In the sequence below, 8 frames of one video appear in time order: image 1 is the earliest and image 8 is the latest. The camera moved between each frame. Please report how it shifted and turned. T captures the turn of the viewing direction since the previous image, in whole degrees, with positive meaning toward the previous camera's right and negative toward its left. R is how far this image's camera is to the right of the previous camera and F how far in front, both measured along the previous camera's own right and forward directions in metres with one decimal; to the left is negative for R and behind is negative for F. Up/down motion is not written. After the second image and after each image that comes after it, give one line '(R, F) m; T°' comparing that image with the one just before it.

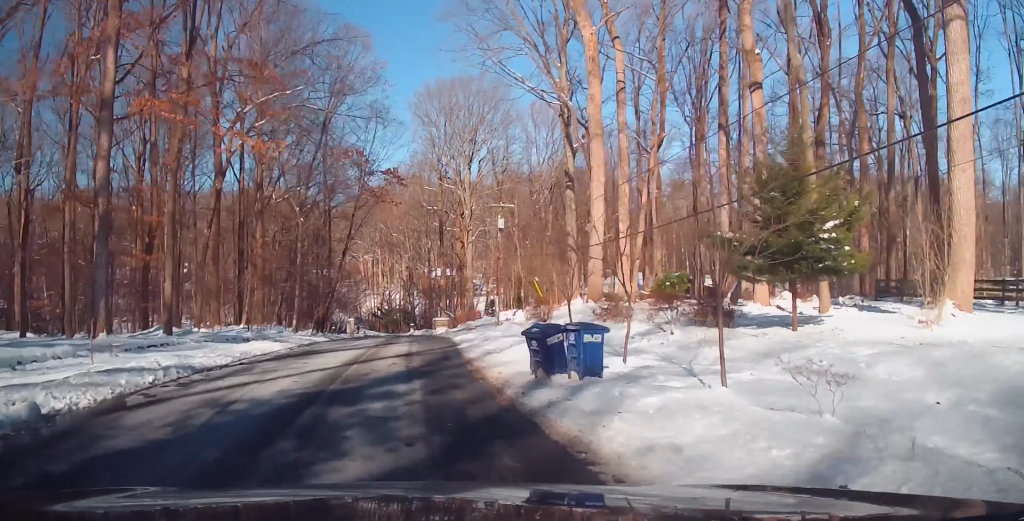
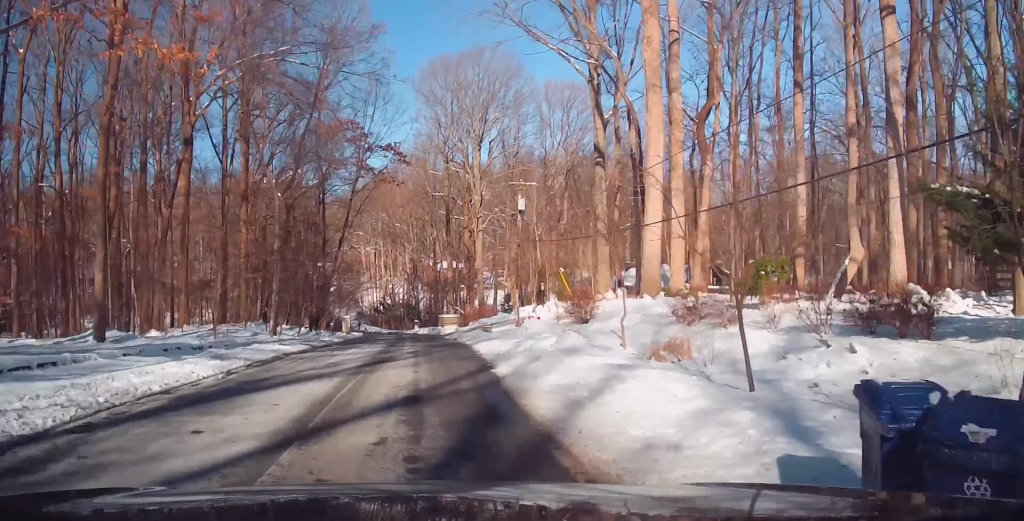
(+0.1, +7.3) m; -1°
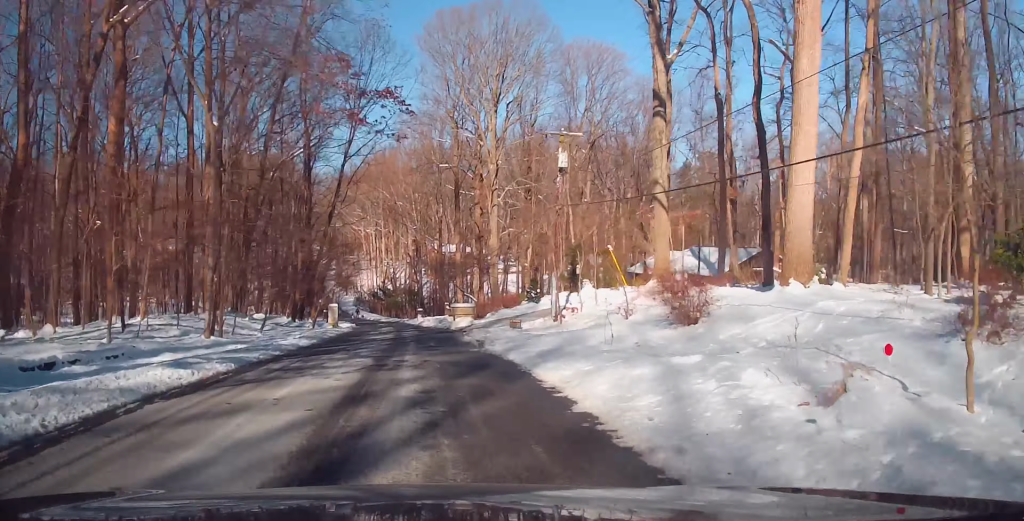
(-0.3, +10.2) m; -2°
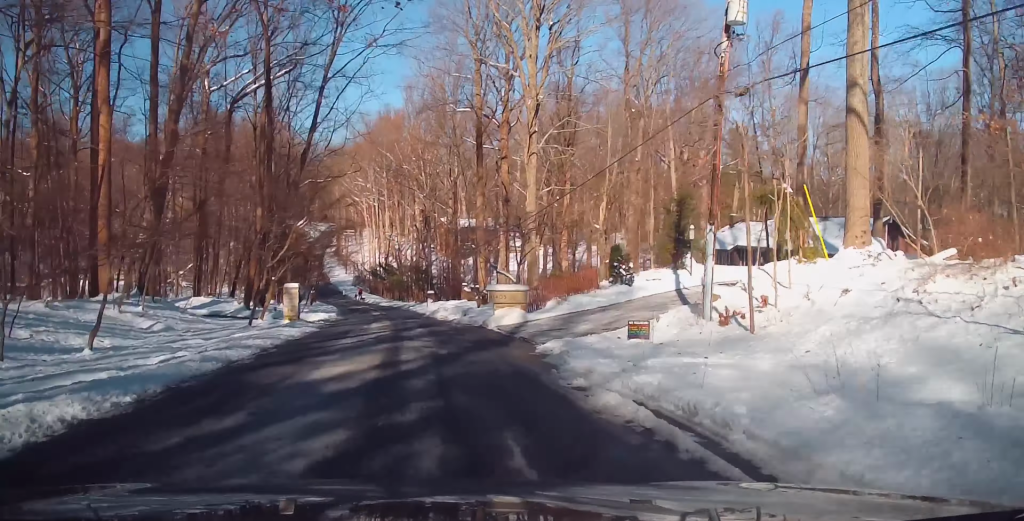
(-0.5, +16.6) m; -2°
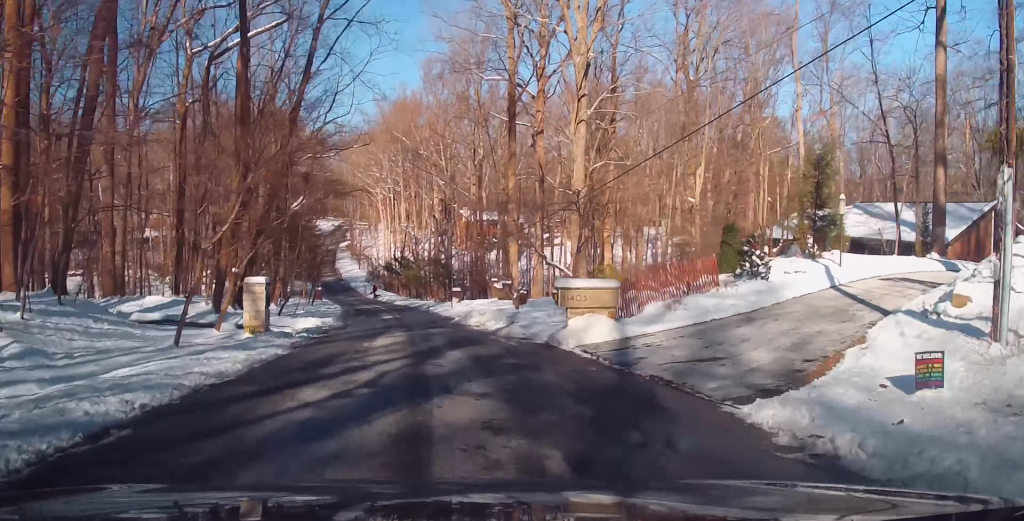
(+0.1, +9.2) m; -1°
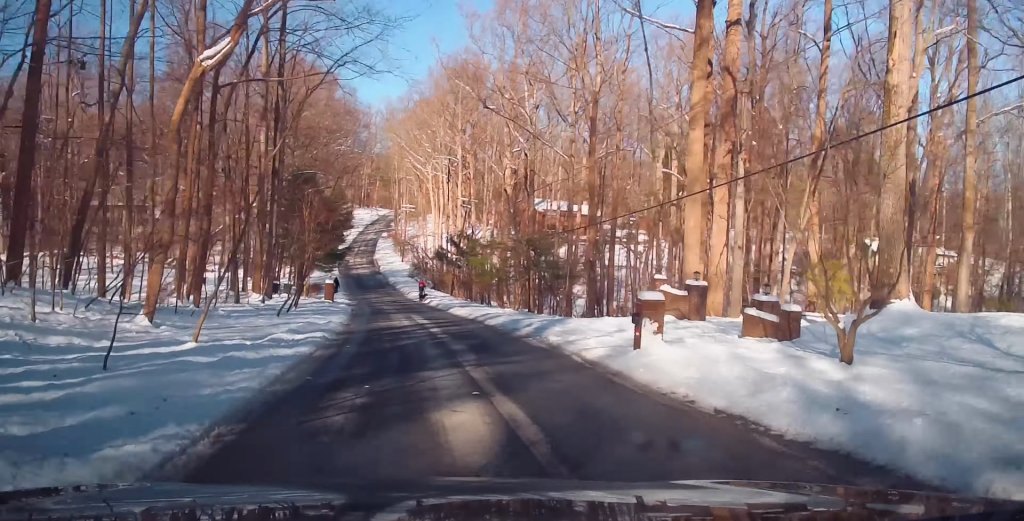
(-1.4, +26.0) m; -5°
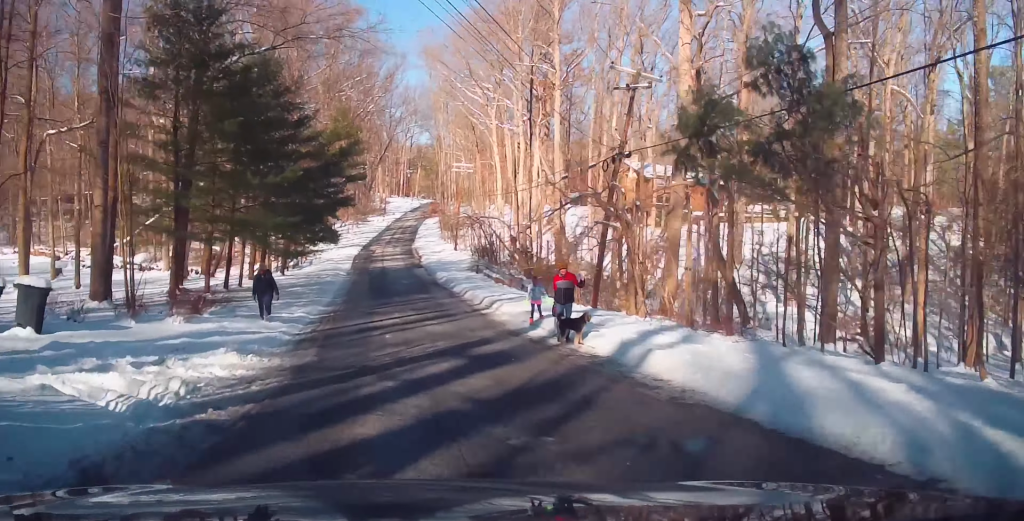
(-0.7, +41.1) m; -2°
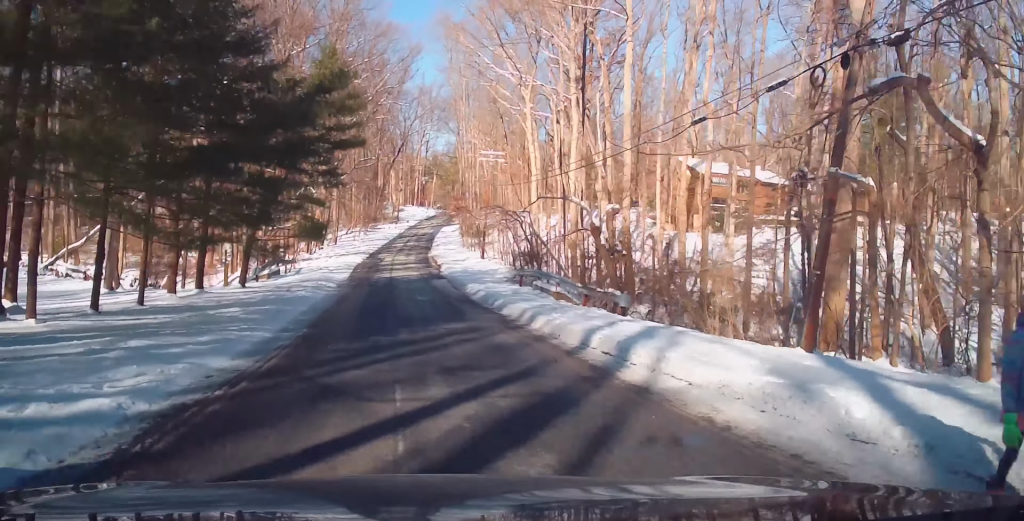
(-0.4, +15.8) m; -2°
